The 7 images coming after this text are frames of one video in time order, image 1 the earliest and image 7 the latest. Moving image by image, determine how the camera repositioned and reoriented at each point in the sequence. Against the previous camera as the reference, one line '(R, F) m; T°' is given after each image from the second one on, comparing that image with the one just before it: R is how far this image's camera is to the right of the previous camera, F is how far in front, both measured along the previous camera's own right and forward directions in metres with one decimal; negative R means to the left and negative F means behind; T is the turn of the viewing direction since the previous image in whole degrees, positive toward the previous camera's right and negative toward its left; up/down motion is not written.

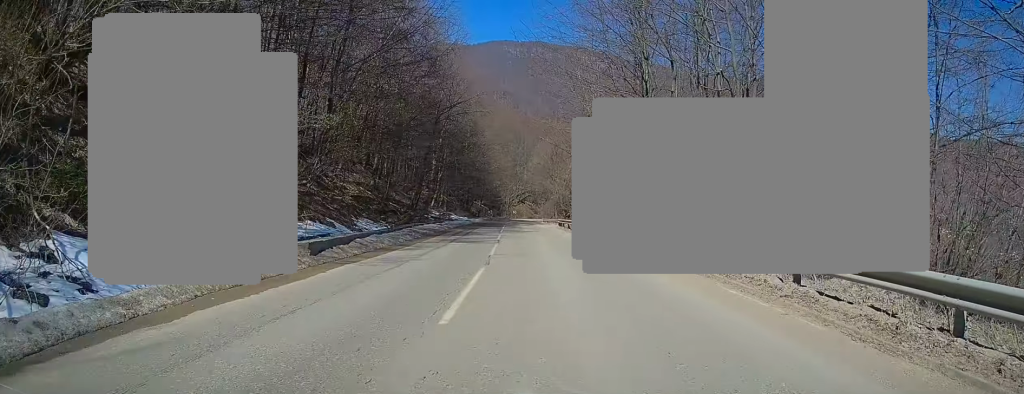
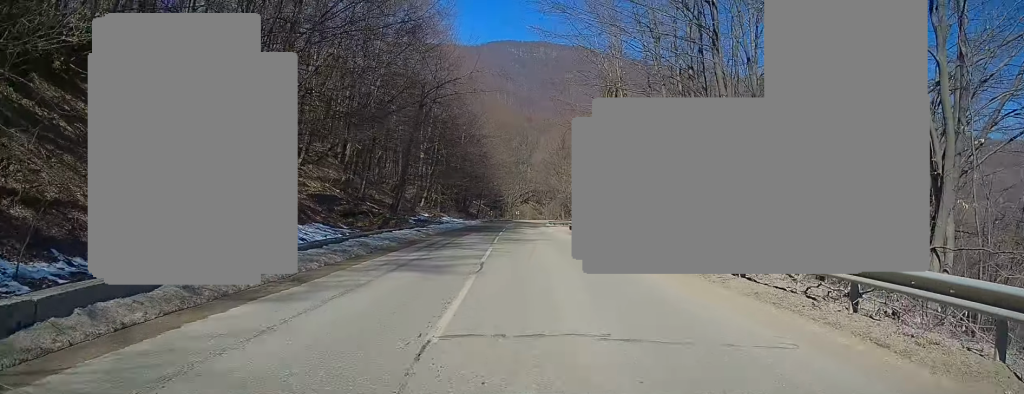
(-0.2, +10.0) m; -1°
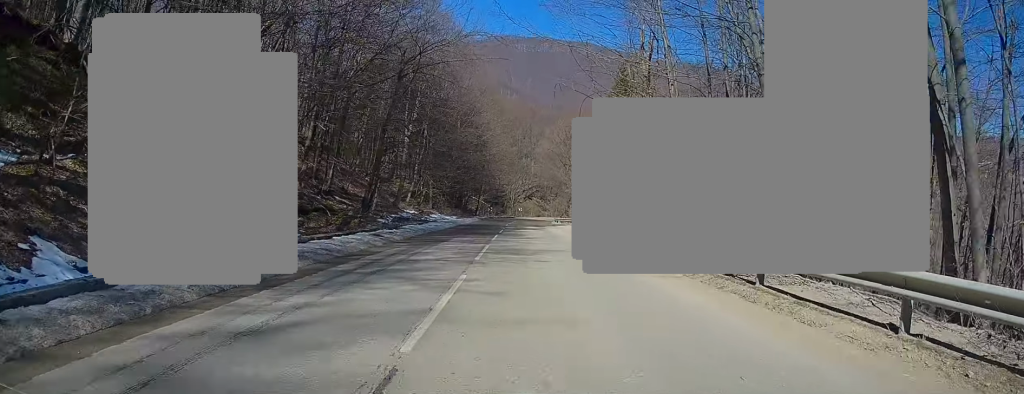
(0.0, +9.4) m; 0°
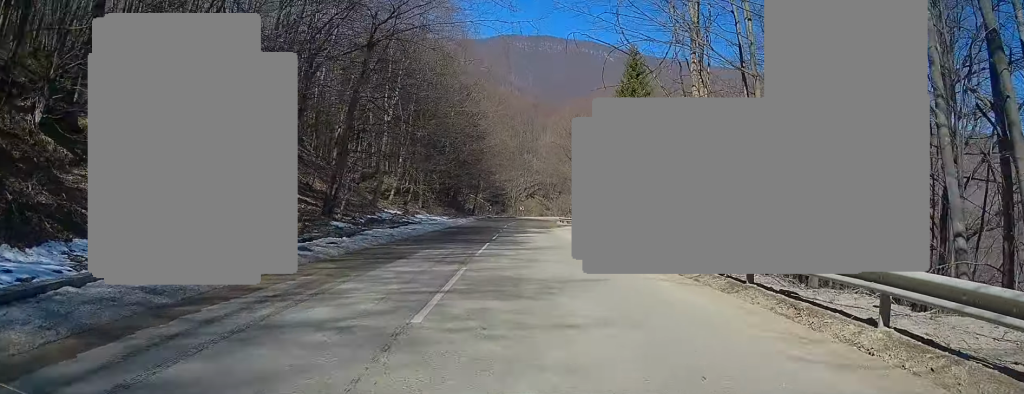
(0.0, +7.8) m; 0°
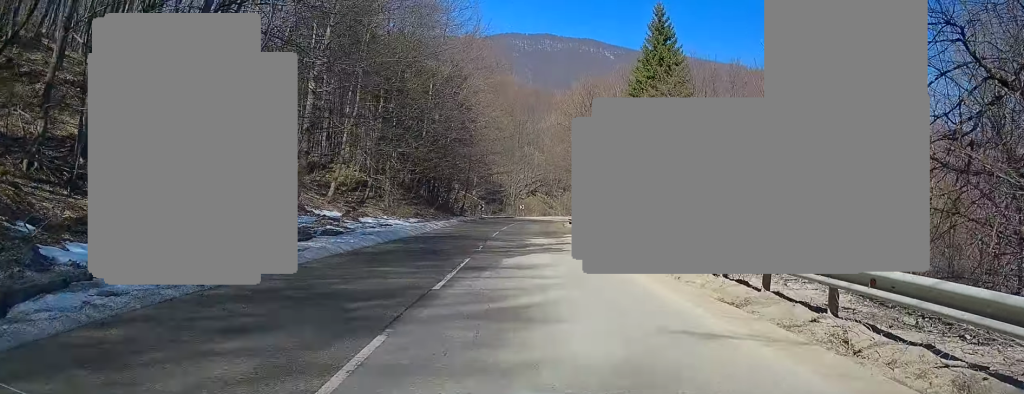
(0.0, +15.1) m; +1°
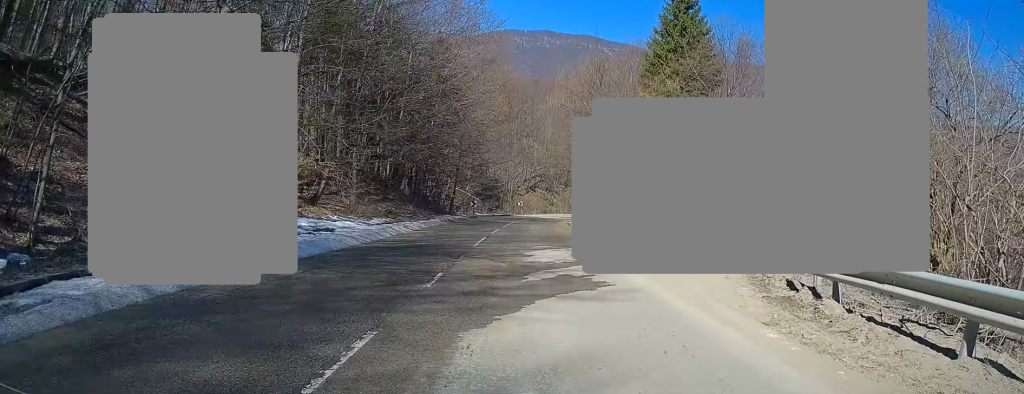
(+0.2, +8.9) m; 0°
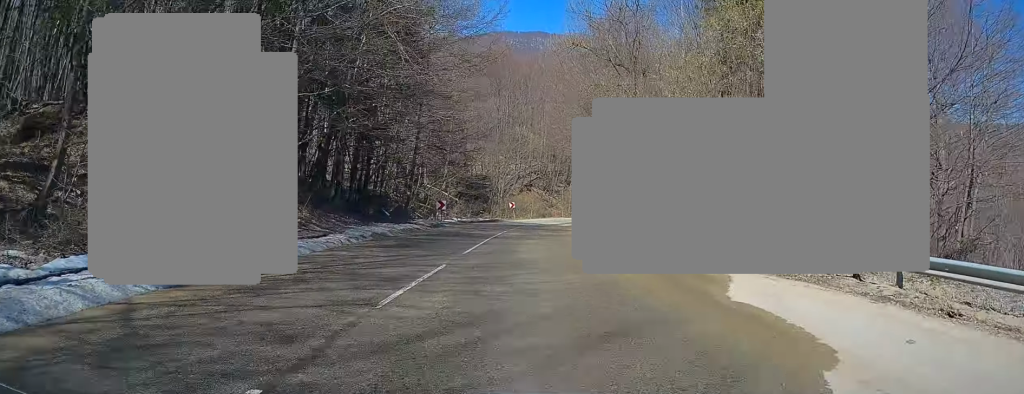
(-0.2, +19.6) m; 0°
